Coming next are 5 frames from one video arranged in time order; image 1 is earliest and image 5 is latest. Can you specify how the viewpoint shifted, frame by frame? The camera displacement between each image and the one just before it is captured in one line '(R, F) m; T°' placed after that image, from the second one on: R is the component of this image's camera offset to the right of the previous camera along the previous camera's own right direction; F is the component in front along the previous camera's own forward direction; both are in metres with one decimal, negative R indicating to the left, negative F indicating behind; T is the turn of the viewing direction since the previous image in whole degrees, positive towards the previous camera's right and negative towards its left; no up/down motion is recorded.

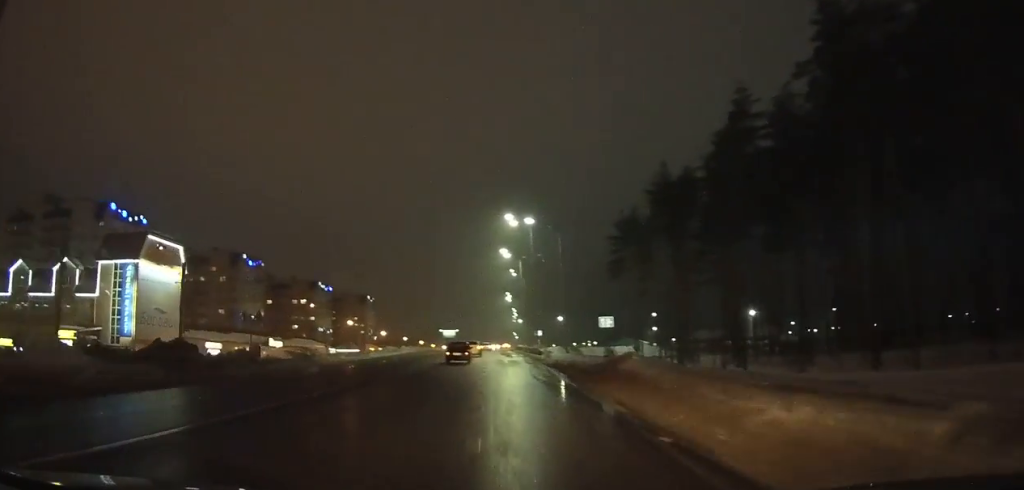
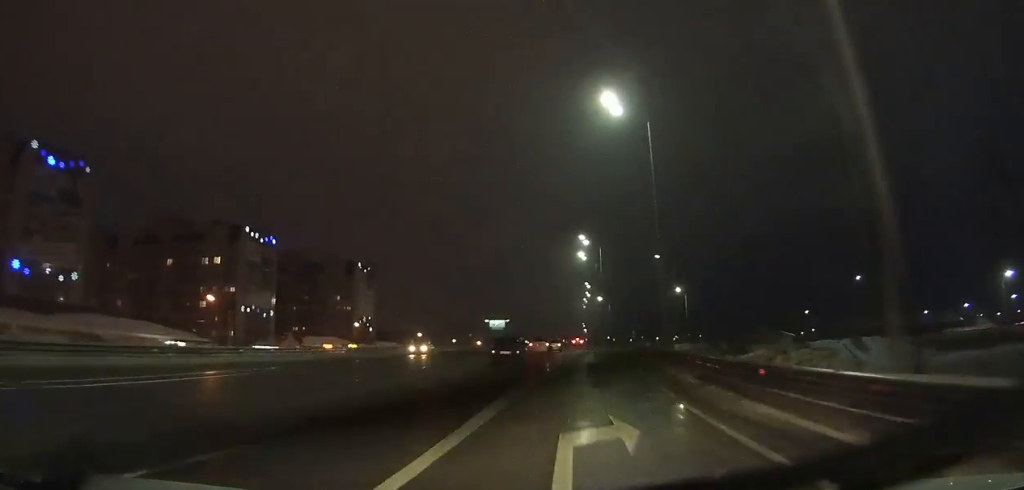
(-5.4, +91.6) m; -4°
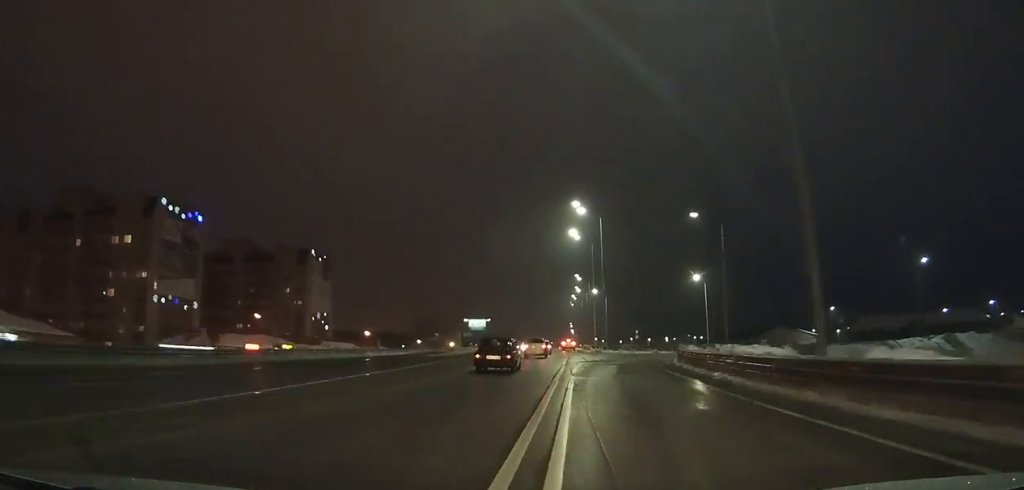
(-0.2, +24.1) m; +1°
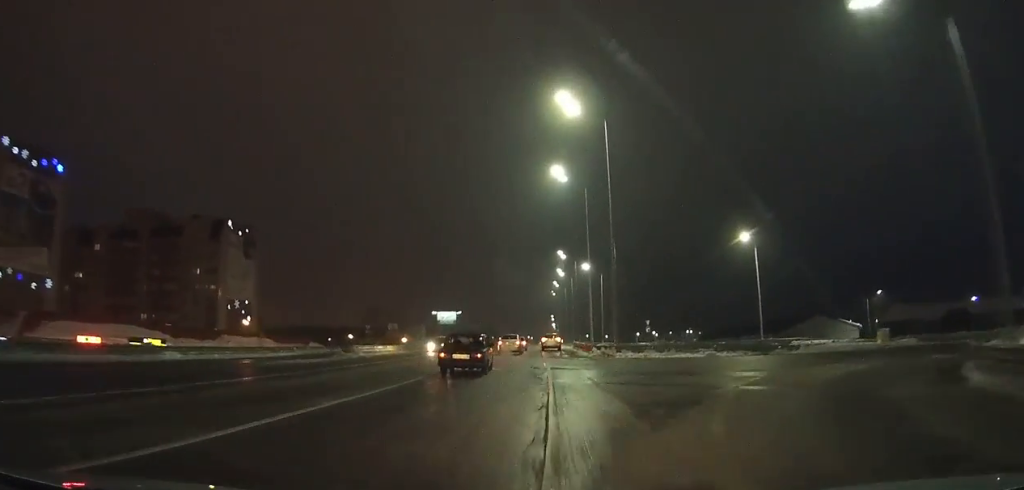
(+0.7, +29.2) m; +1°
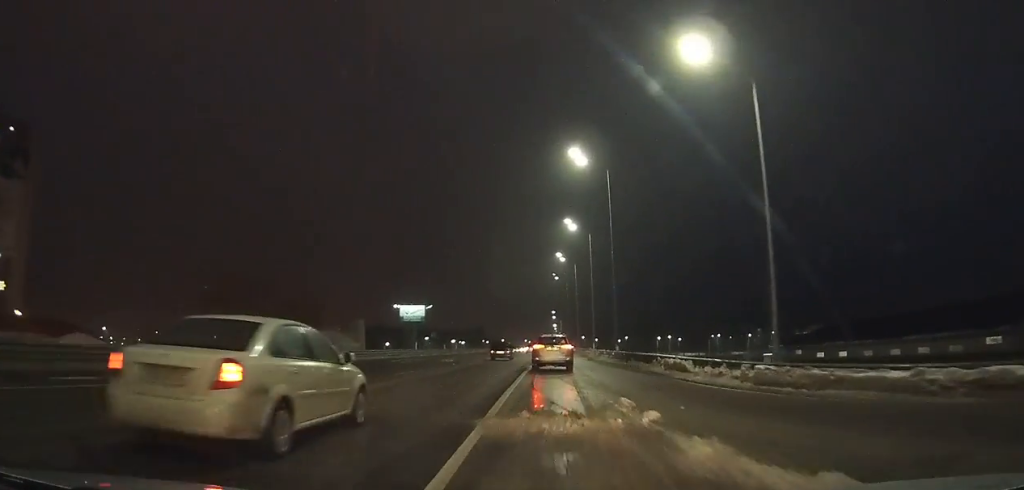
(-0.5, +69.2) m; +1°
